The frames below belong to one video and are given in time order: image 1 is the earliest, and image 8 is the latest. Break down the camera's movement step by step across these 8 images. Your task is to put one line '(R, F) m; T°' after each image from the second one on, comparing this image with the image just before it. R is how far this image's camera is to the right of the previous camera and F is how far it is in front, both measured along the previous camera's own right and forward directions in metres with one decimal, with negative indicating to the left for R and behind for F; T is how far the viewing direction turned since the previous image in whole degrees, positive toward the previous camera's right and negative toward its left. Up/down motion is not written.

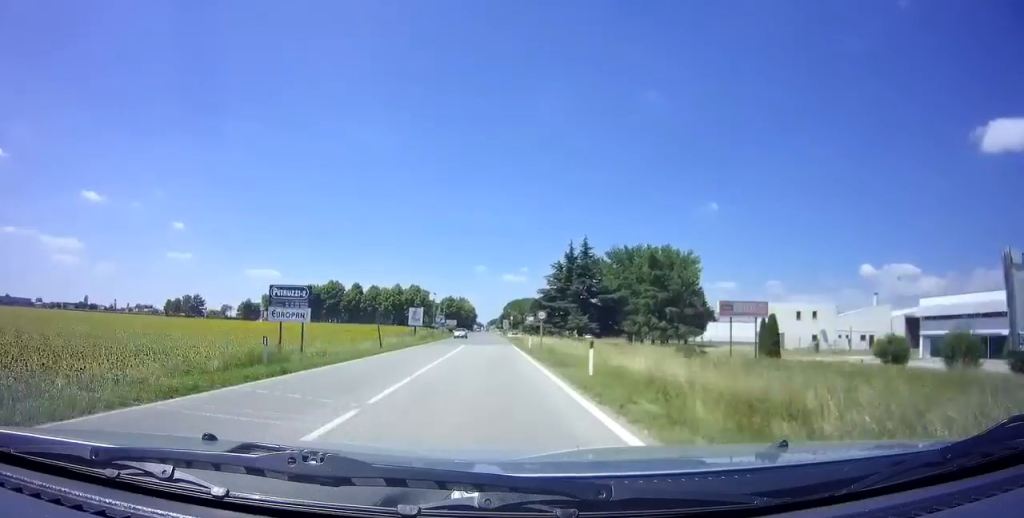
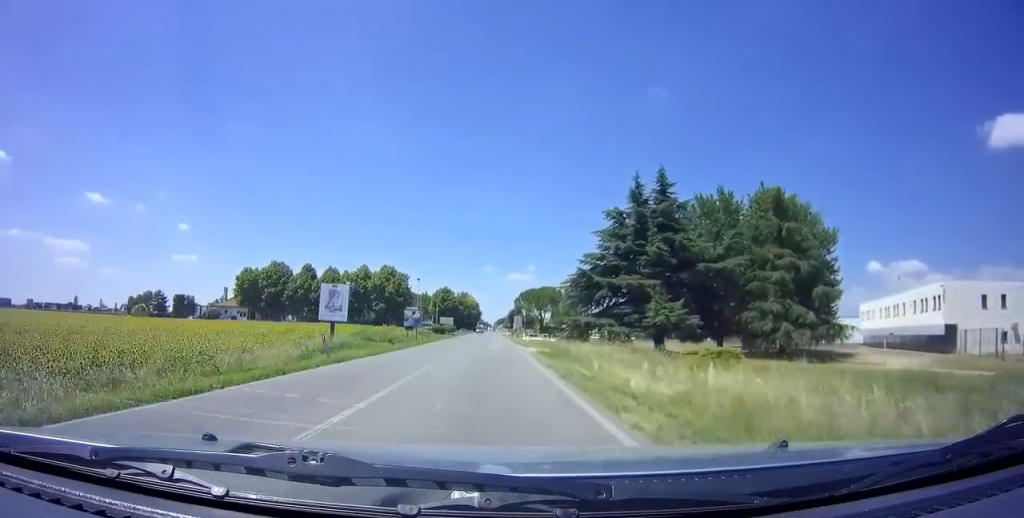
(0.0, +38.4) m; 0°
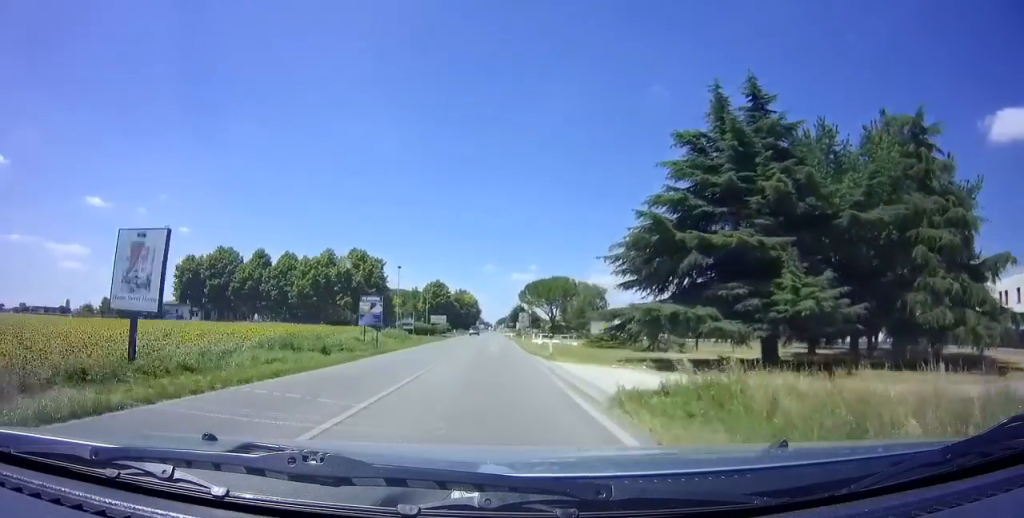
(0.0, +18.9) m; 0°
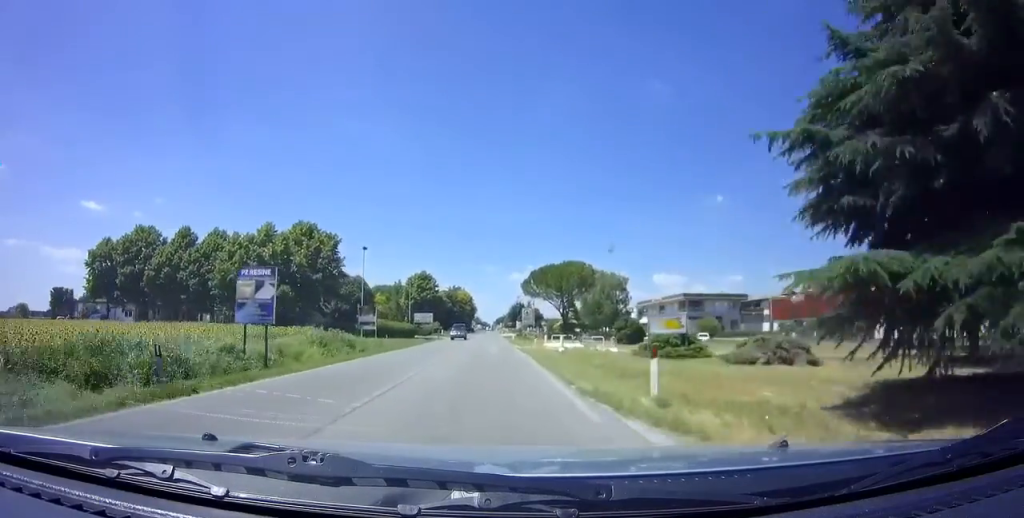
(0.0, +17.3) m; 0°
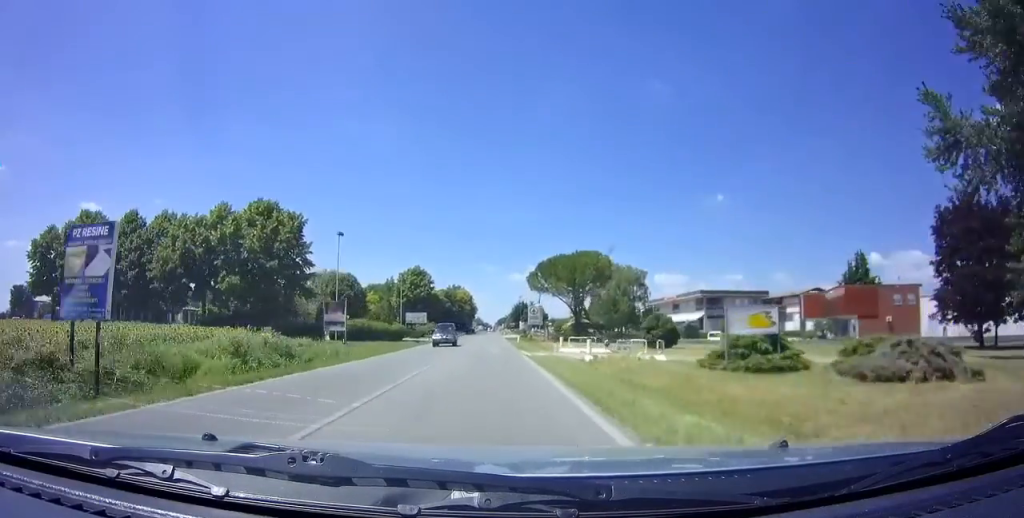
(0.0, +9.4) m; 0°
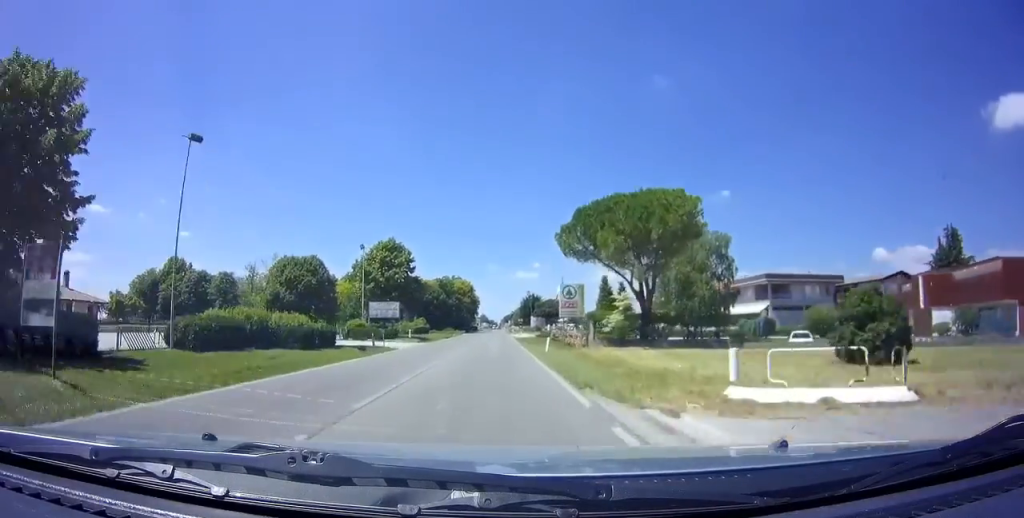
(0.0, +25.9) m; 0°
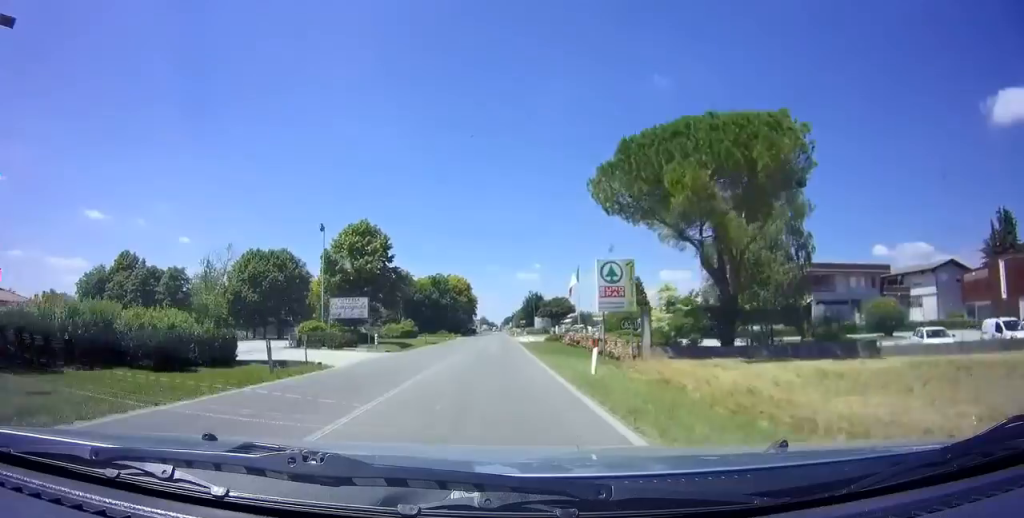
(0.0, +12.5) m; 0°
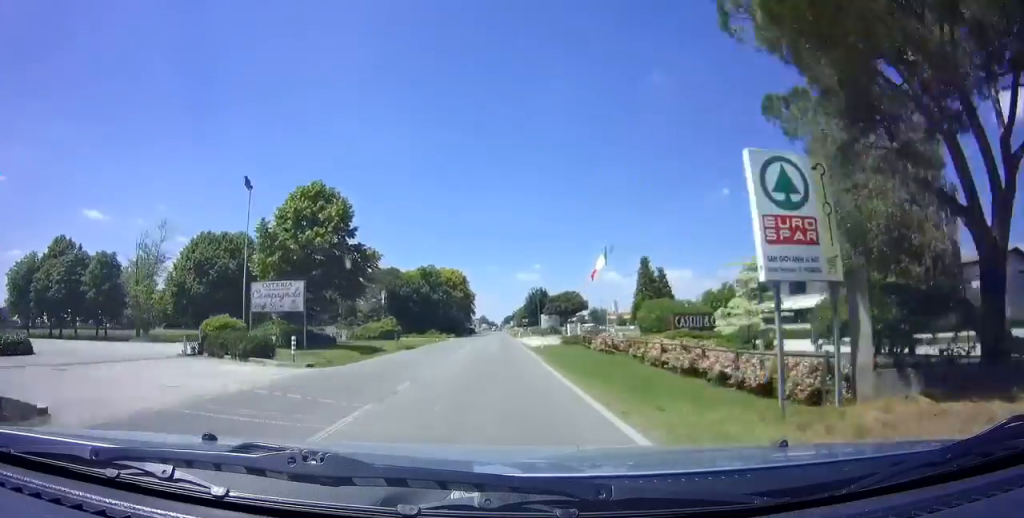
(0.0, +13.3) m; 0°
